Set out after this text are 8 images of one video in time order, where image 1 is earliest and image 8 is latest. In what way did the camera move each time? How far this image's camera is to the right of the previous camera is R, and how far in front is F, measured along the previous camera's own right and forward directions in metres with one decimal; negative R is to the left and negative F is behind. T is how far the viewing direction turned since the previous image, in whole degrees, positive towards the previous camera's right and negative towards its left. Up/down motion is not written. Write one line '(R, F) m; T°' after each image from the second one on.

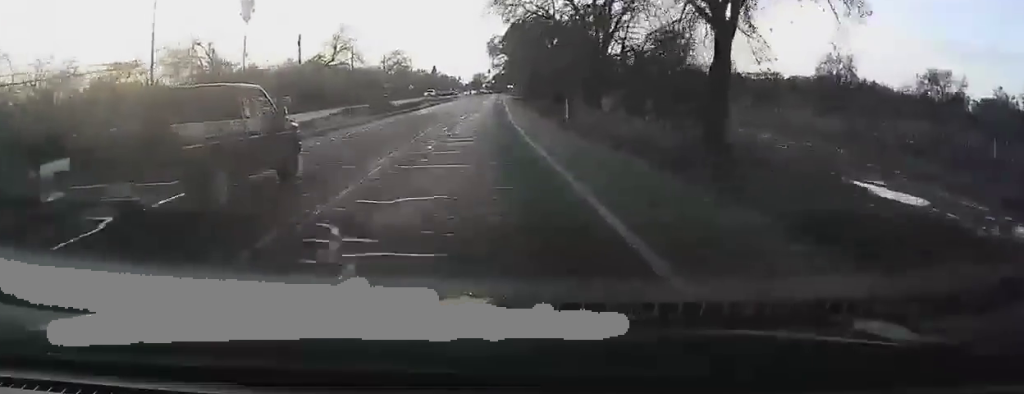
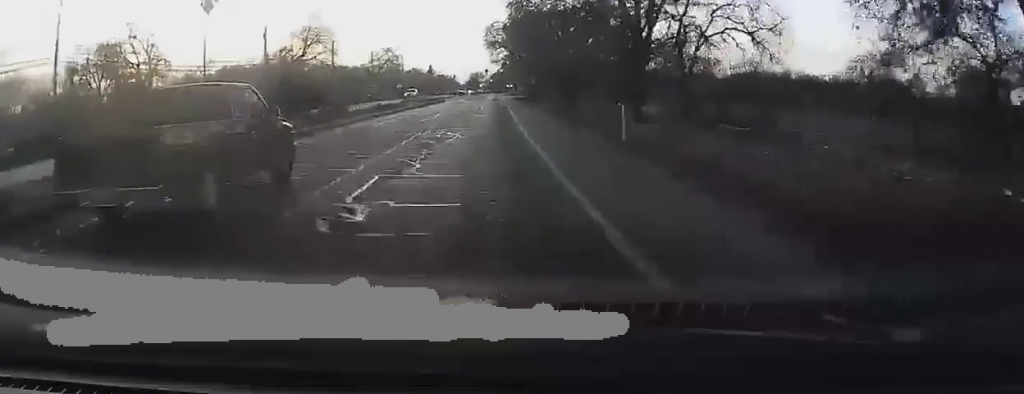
(0.0, +17.2) m; 0°
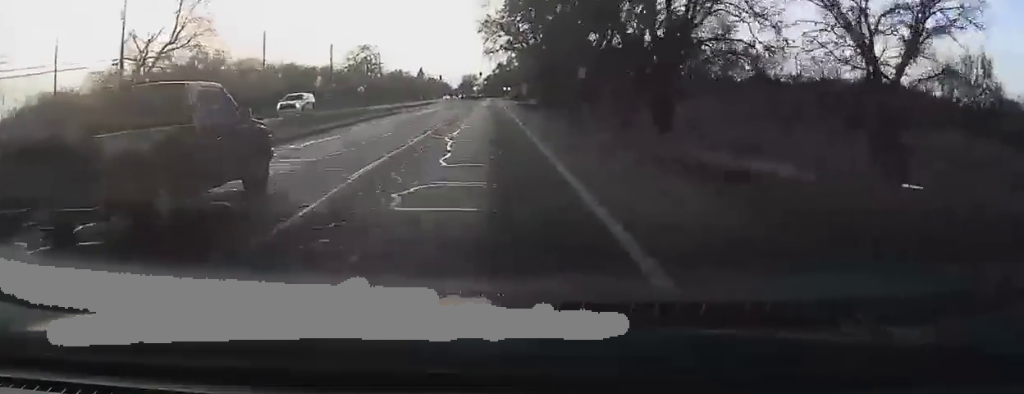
(0.0, +36.7) m; 0°
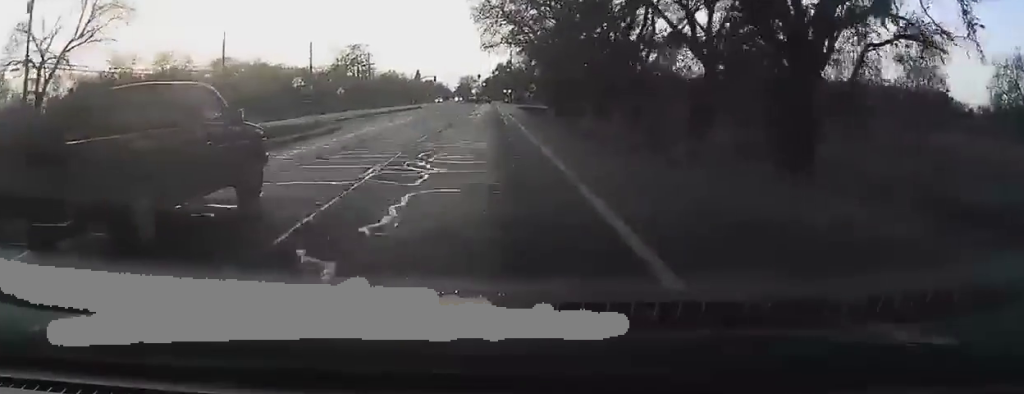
(0.0, +12.2) m; 0°
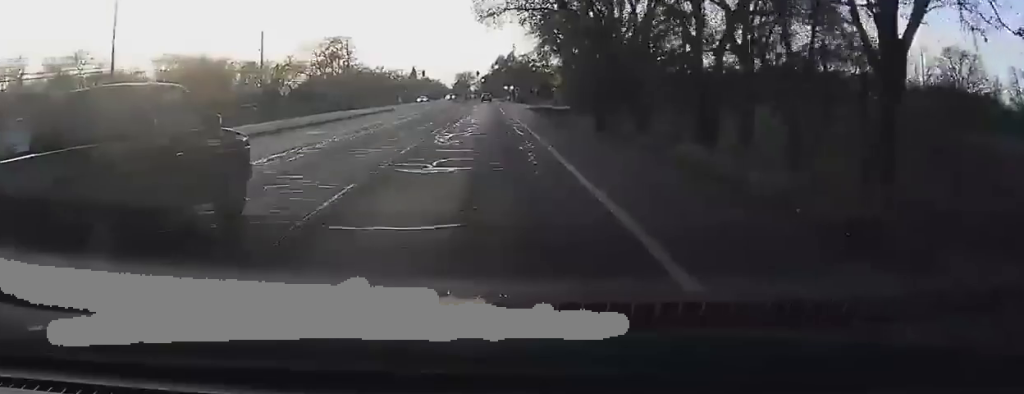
(0.0, +28.7) m; -9°
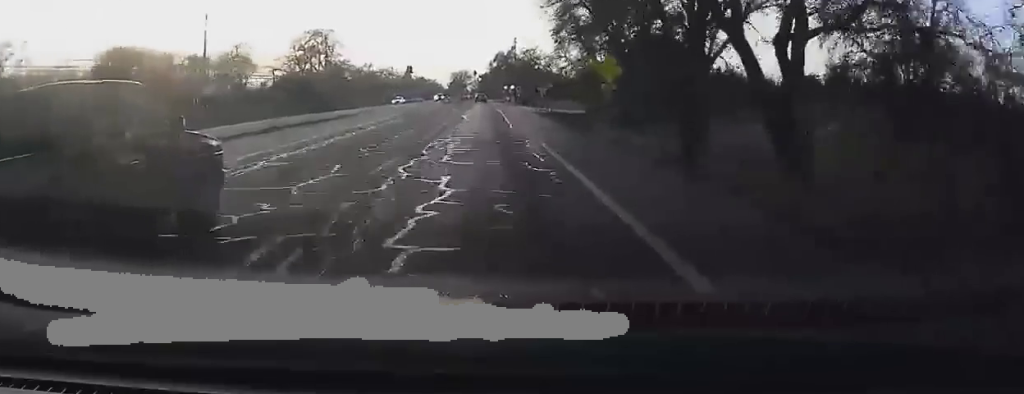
(-3.2, +20.4) m; +2°
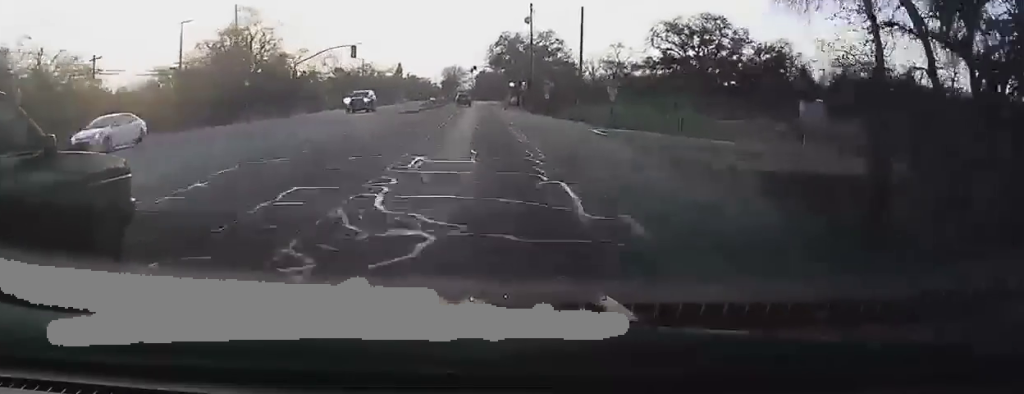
(+9.3, +49.4) m; +16°
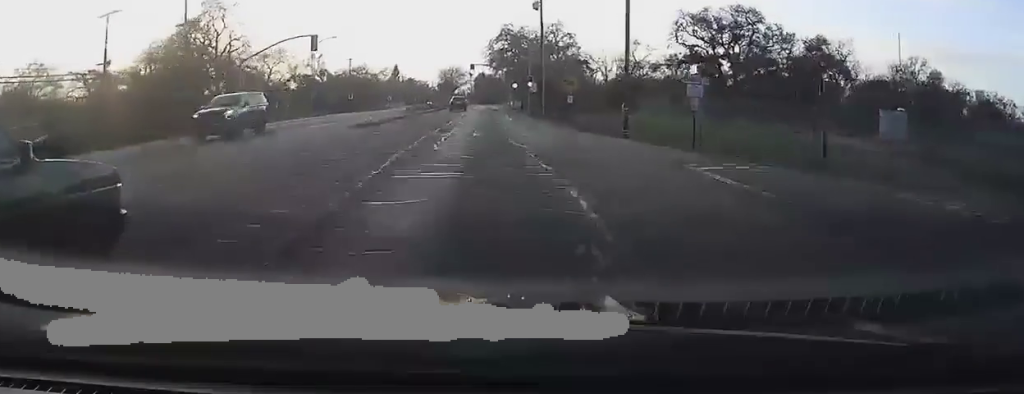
(+0.2, +15.0) m; 0°
